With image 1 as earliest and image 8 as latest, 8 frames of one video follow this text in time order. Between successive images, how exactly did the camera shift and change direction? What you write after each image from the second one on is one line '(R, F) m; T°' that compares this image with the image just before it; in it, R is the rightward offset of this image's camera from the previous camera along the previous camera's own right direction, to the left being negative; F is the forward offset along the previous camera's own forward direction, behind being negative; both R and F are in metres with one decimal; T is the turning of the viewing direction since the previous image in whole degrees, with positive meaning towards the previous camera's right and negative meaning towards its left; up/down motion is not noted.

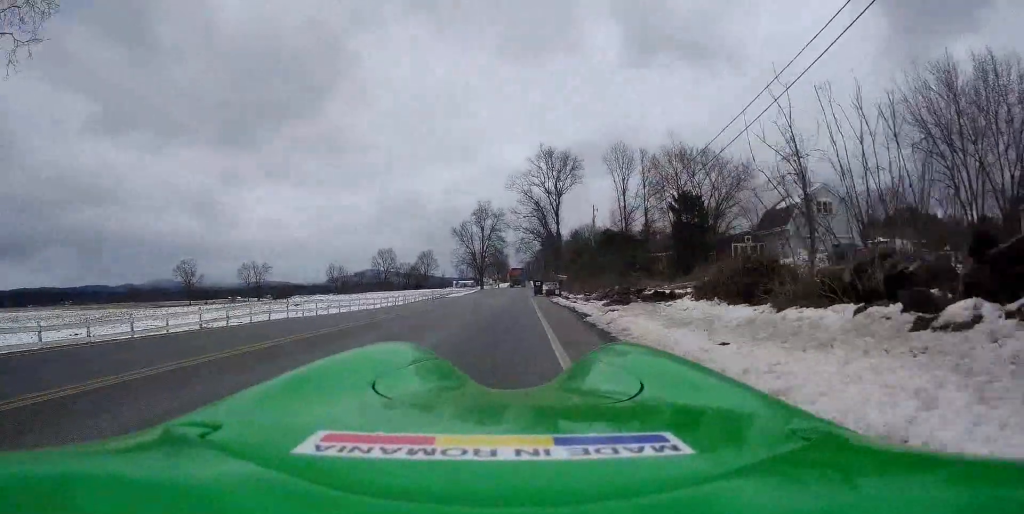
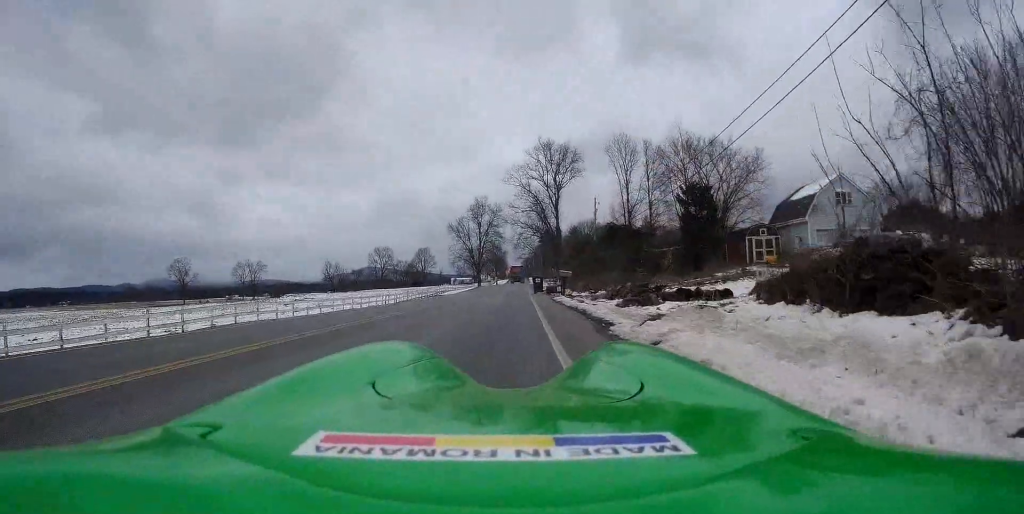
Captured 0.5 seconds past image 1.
(-0.1, +3.1) m; +3°
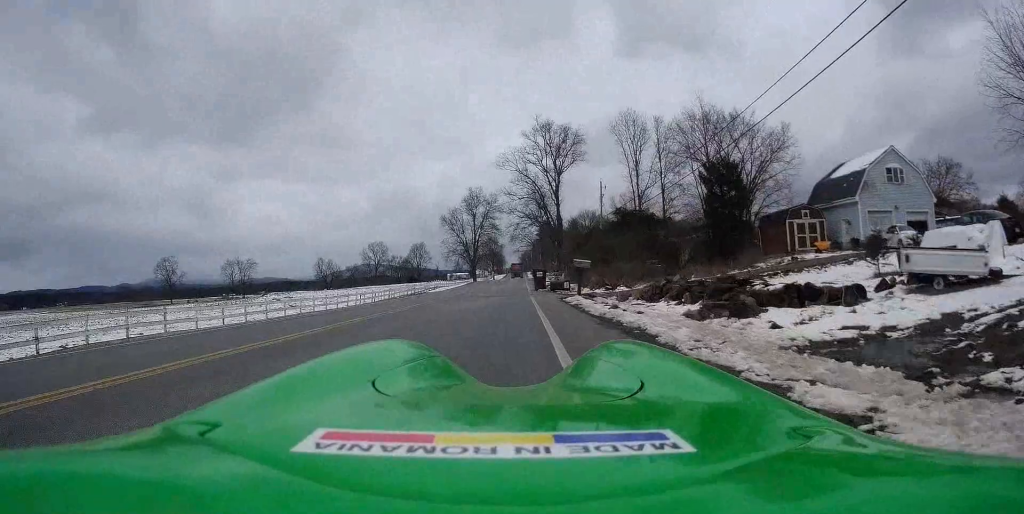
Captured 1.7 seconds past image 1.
(+0.5, +7.1) m; +2°
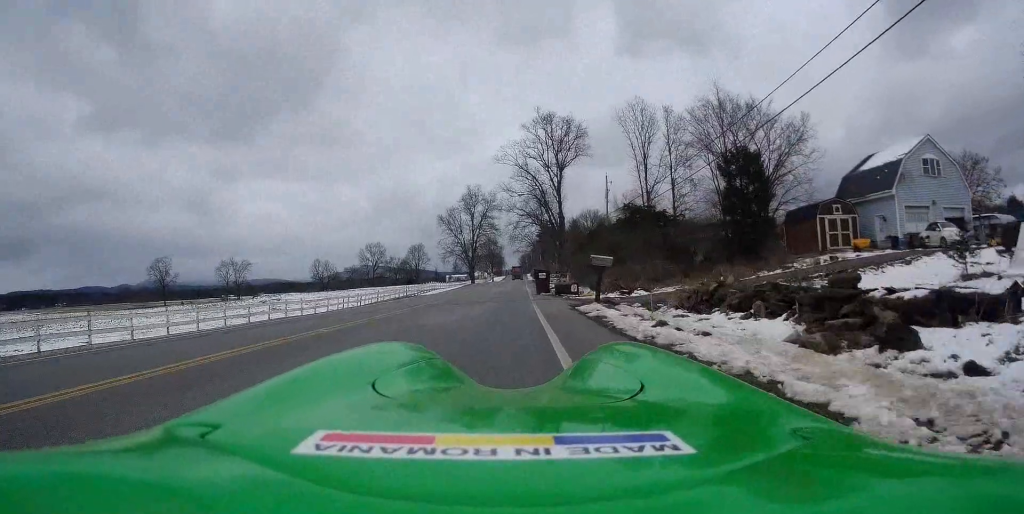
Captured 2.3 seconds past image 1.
(-0.1, +4.0) m; -1°
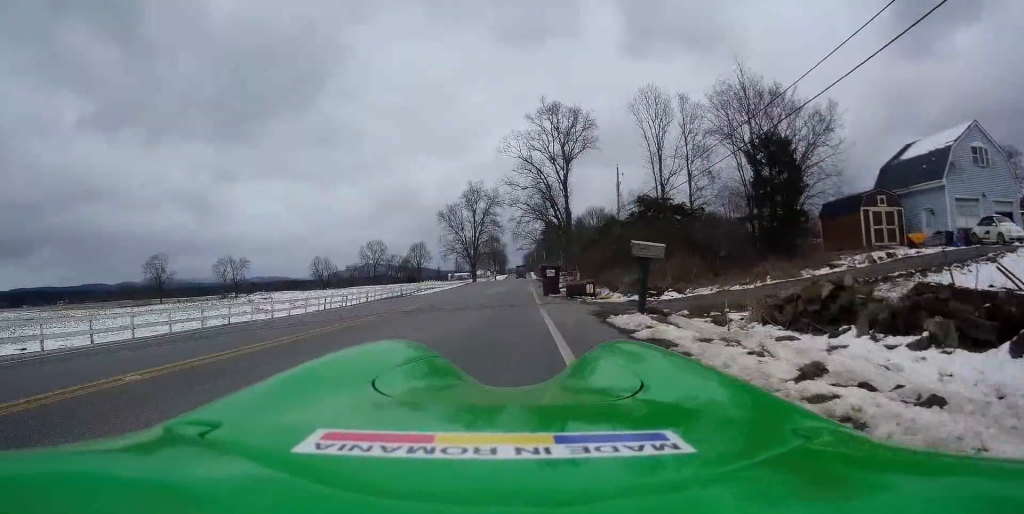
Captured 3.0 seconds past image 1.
(-0.3, +4.3) m; -1°
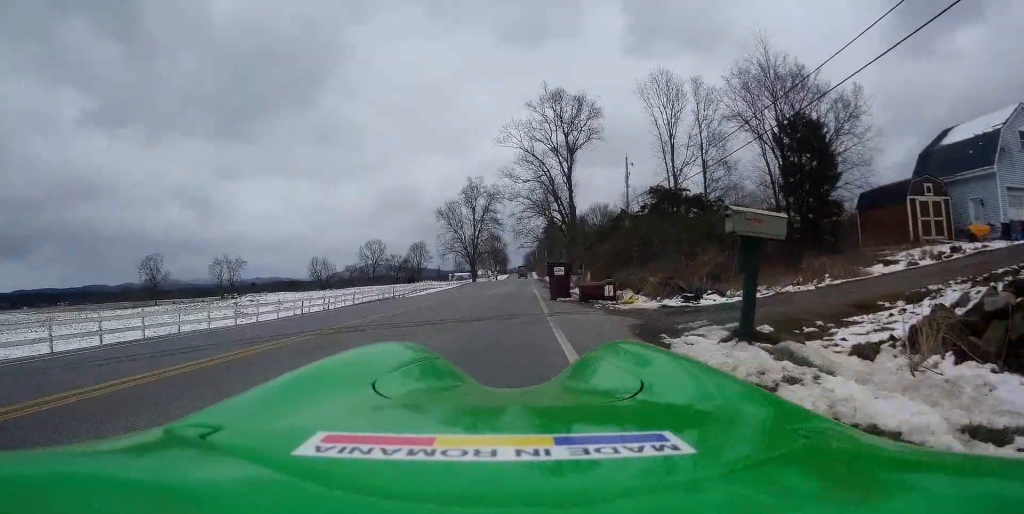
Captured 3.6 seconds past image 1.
(+0.1, +4.2) m; +3°
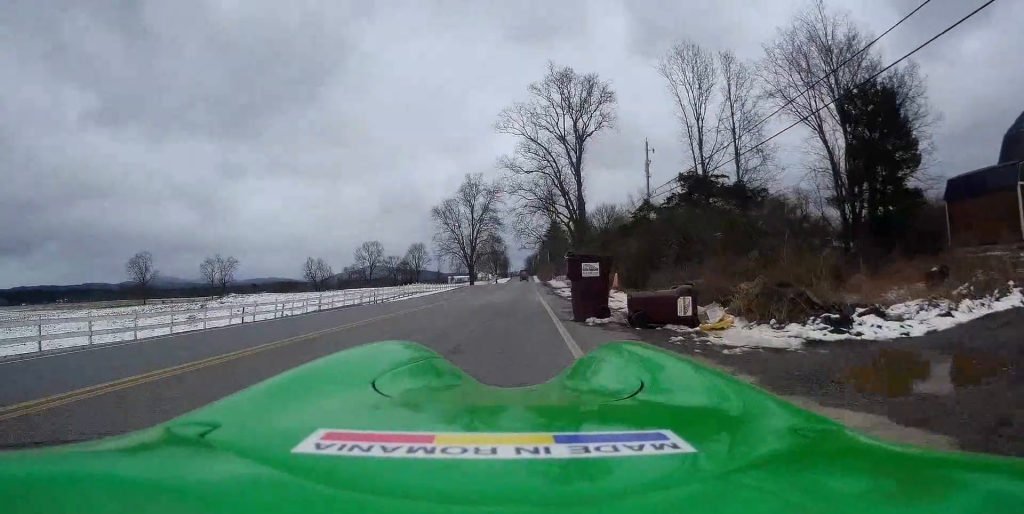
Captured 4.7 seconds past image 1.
(+0.4, +7.1) m; +7°
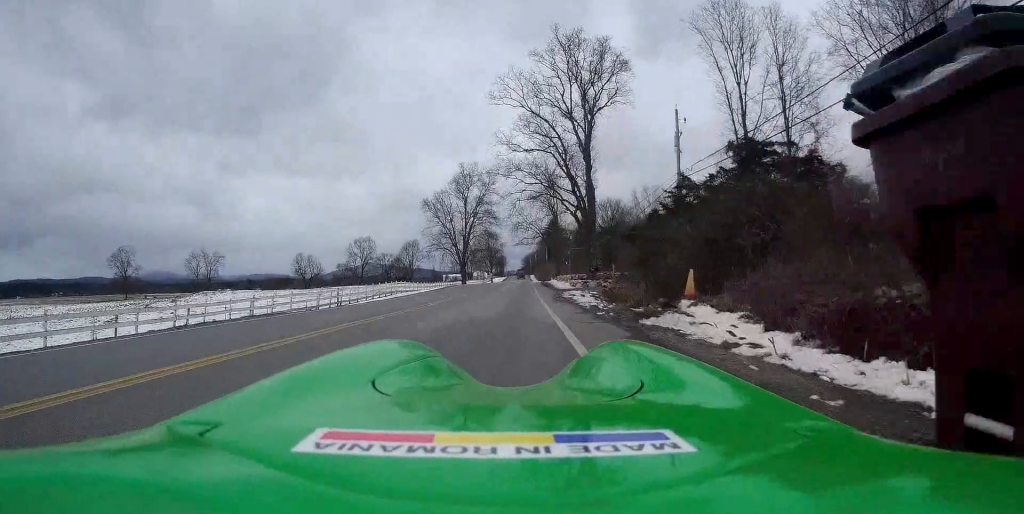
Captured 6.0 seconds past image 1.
(+0.7, +8.8) m; +2°
